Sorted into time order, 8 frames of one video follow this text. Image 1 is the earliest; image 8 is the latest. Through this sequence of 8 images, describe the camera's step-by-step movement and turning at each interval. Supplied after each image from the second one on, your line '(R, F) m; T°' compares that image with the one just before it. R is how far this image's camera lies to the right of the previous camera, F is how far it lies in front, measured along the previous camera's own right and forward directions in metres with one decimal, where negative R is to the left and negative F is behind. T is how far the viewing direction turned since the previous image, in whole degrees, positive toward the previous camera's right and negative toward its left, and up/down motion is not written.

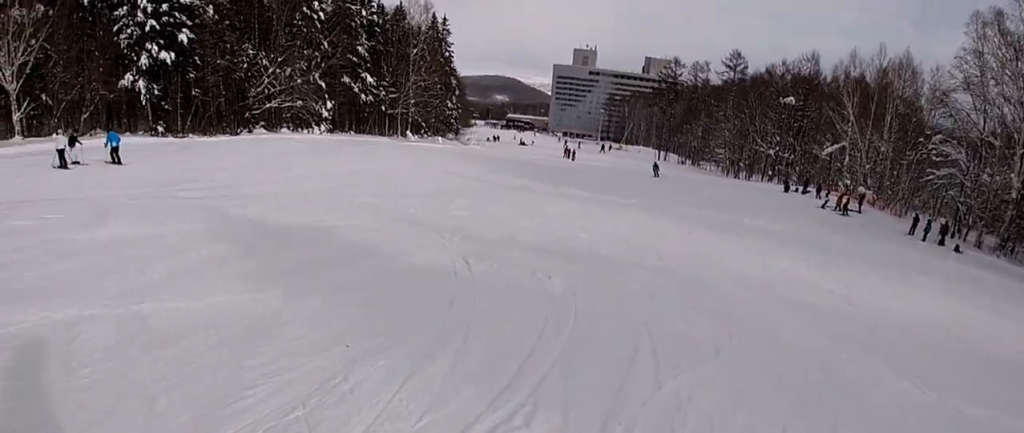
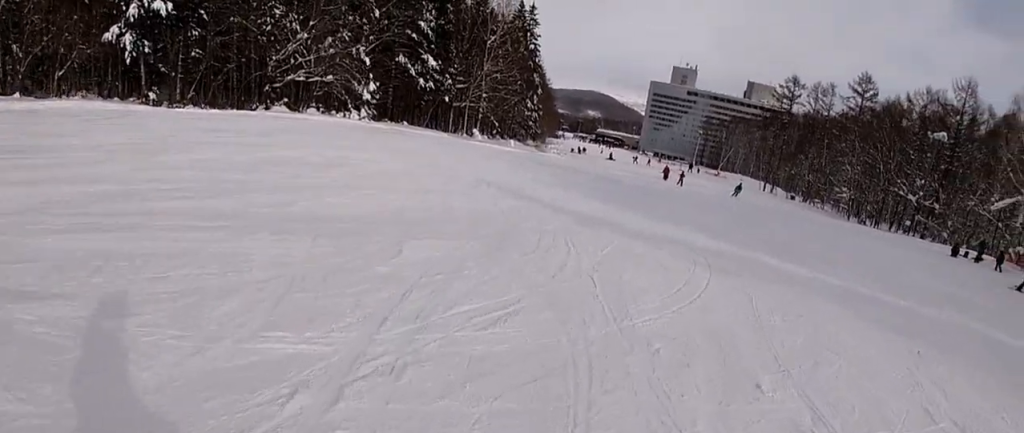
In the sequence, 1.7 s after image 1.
(0.0, +12.8) m; 0°
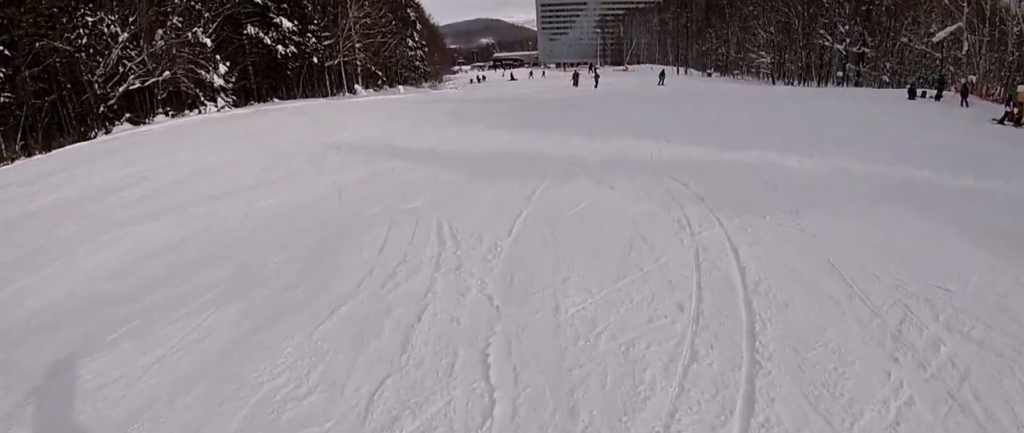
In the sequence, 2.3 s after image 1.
(0.0, +4.8) m; +1°
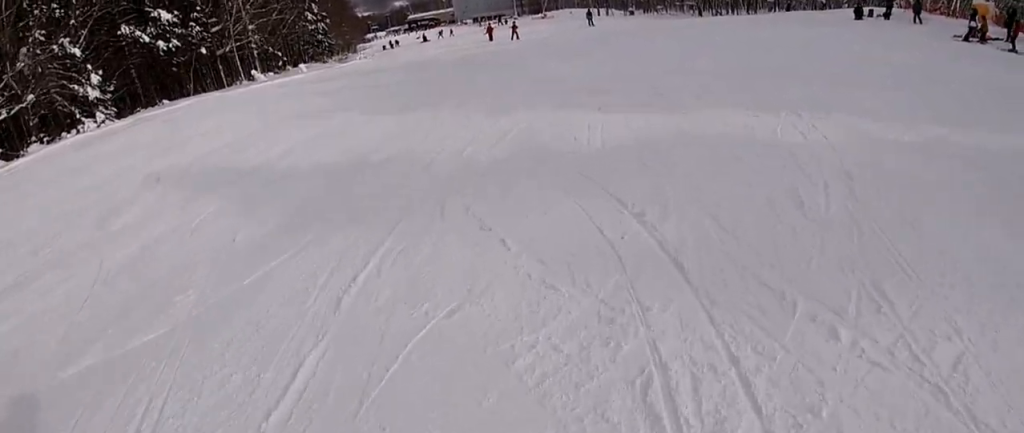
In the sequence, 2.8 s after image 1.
(-0.1, +3.6) m; +1°
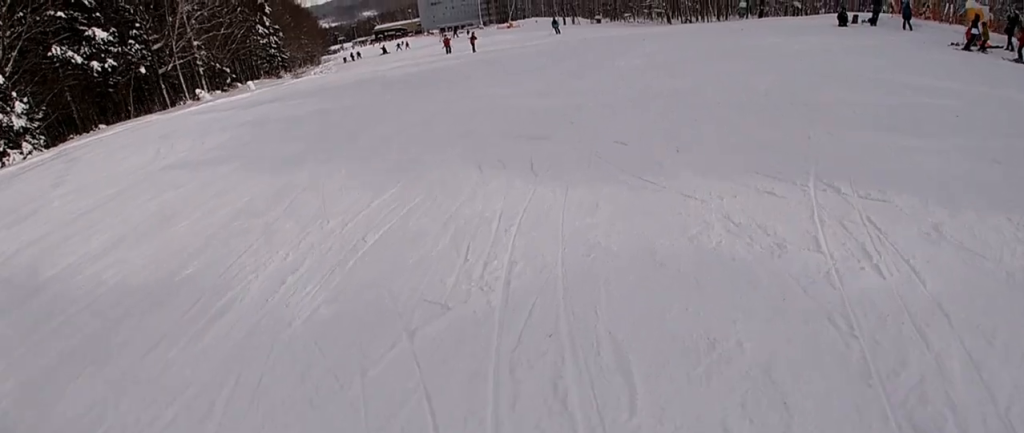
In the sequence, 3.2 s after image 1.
(+0.1, +3.4) m; 0°
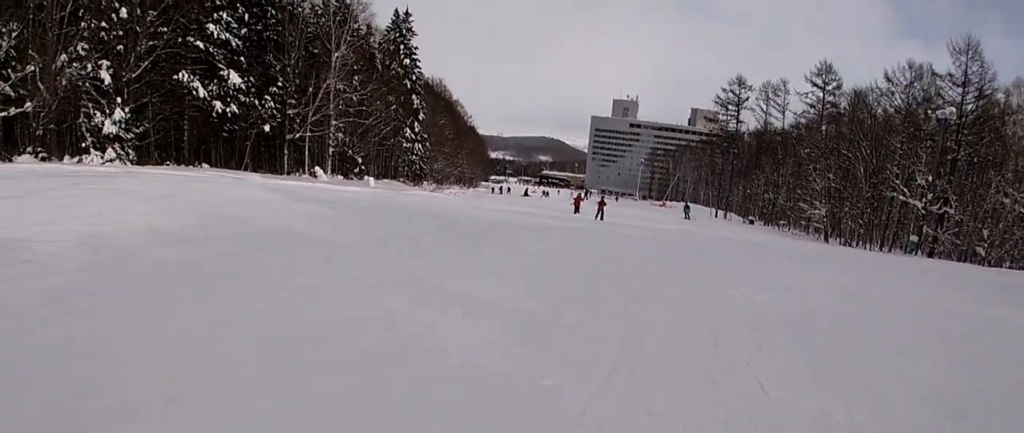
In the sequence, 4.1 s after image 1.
(+0.1, +7.1) m; -4°
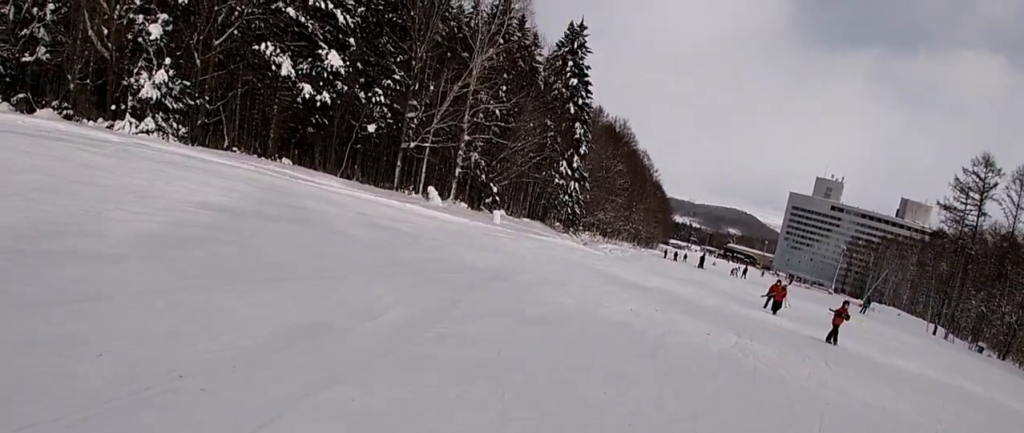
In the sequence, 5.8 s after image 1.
(-3.3, +12.8) m; -22°
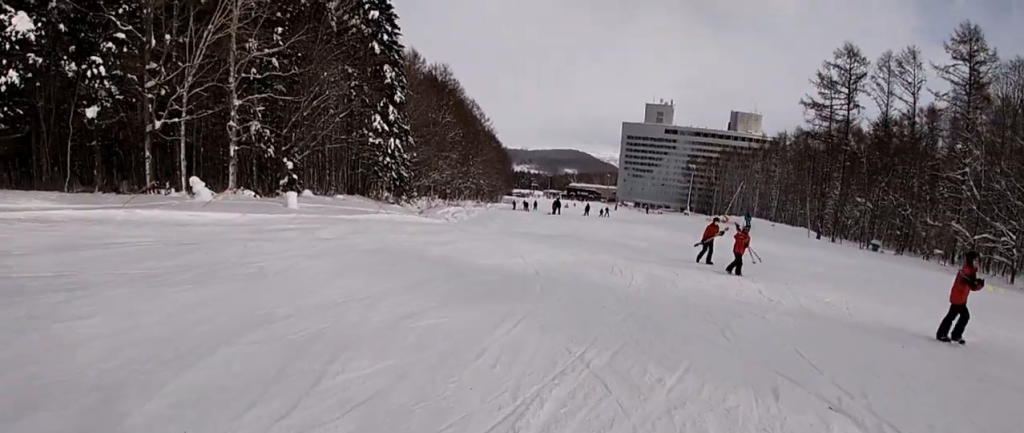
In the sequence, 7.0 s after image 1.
(+1.1, +9.8) m; +14°
